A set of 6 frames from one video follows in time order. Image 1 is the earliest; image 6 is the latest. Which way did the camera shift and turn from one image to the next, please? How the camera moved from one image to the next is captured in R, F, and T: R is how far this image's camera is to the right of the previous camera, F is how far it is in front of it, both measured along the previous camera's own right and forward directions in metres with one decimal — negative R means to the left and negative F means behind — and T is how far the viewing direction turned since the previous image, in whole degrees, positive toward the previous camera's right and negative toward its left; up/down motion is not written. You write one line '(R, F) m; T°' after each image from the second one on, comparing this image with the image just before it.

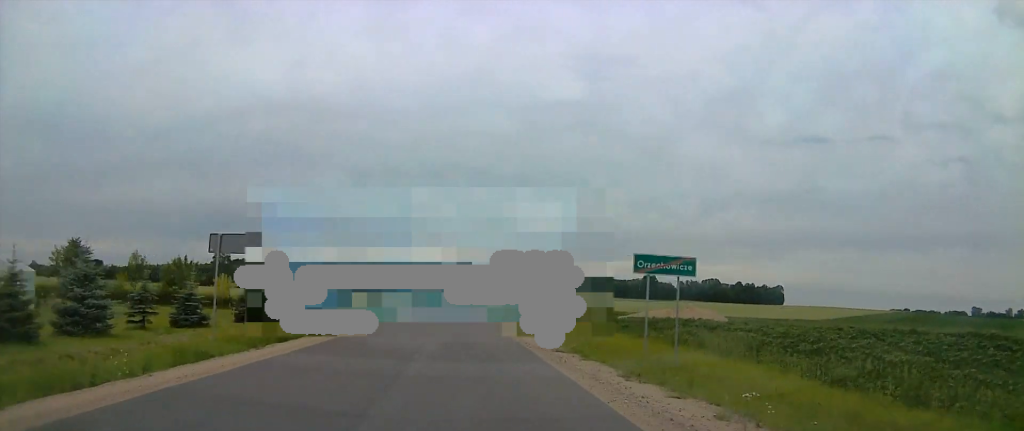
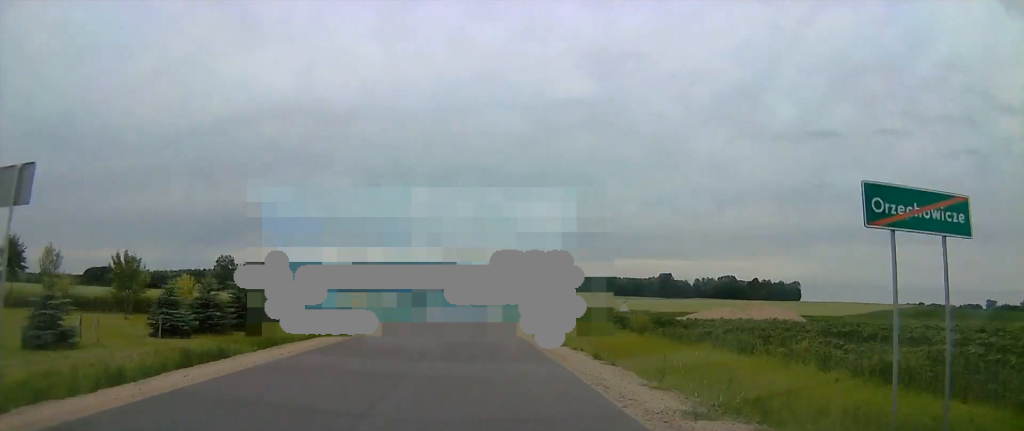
(0.0, +10.3) m; 0°
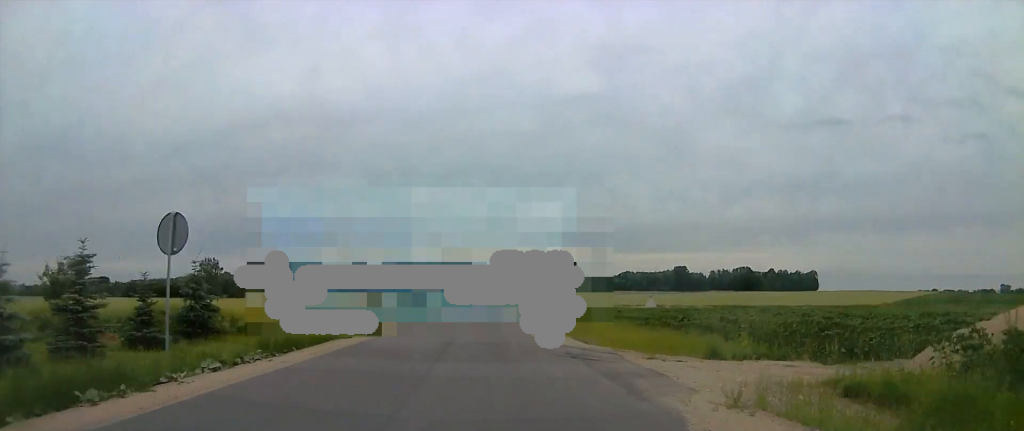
(-0.5, +24.8) m; -4°
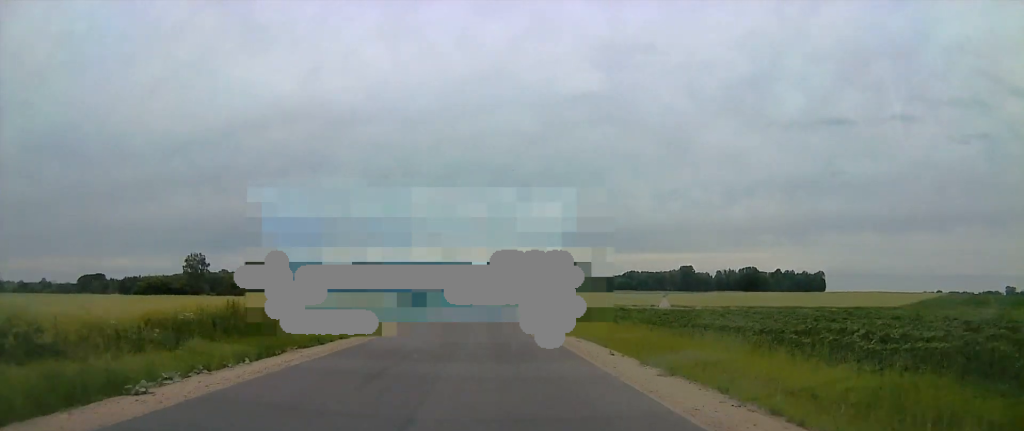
(-0.6, +14.5) m; -2°
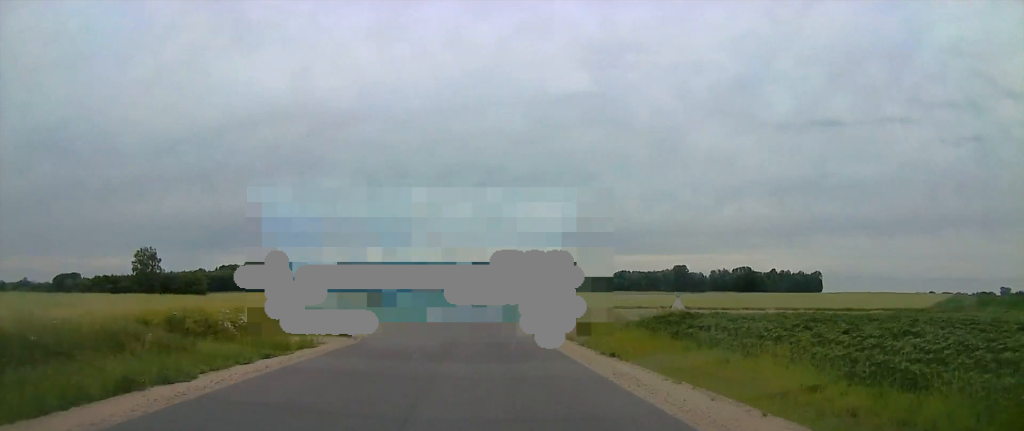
(+0.5, +28.1) m; +1°
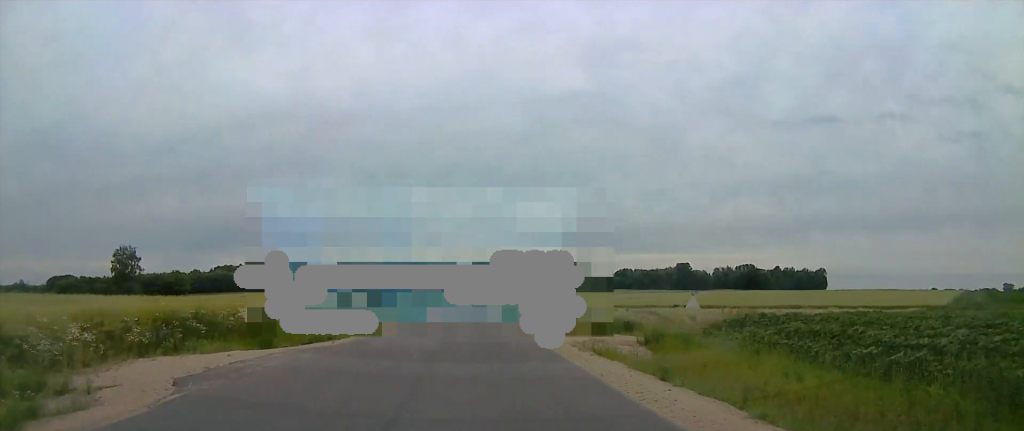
(+0.5, +12.9) m; -2°
